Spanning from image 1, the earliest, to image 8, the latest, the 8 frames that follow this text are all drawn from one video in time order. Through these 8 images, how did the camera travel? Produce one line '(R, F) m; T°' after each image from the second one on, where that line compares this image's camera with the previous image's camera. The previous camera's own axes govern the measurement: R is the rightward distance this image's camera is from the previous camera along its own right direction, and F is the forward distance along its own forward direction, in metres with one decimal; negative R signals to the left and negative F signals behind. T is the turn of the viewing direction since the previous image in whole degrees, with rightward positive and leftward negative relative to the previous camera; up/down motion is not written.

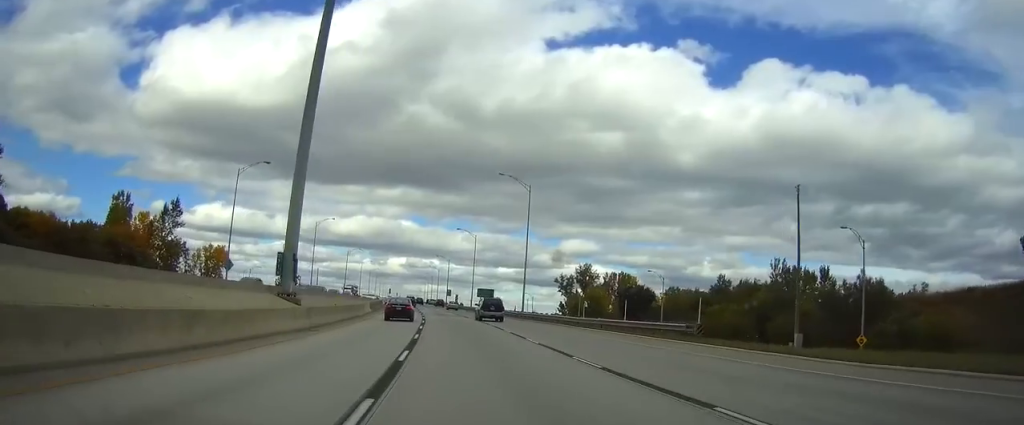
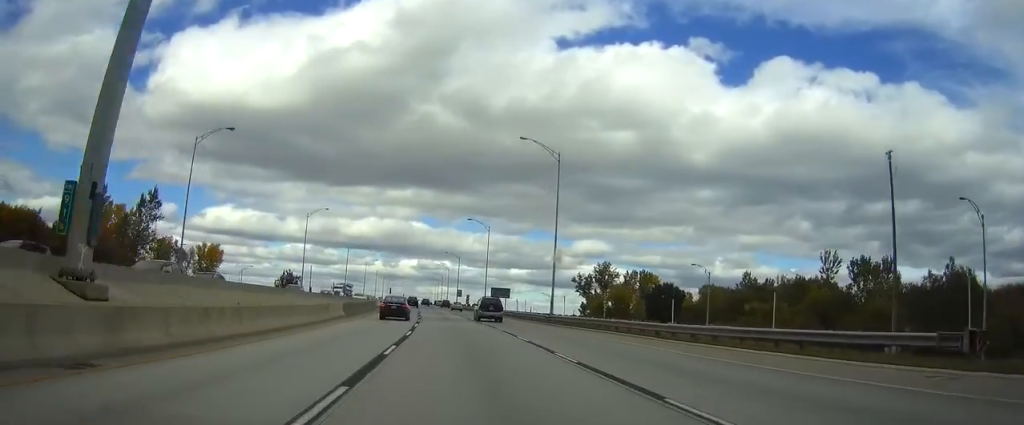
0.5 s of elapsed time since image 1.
(-0.2, +17.0) m; -1°
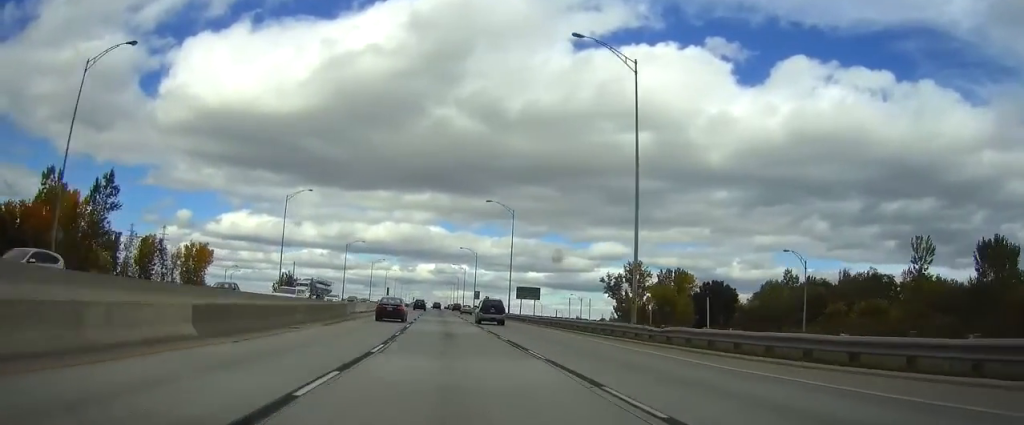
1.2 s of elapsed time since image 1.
(-0.2, +25.0) m; -1°
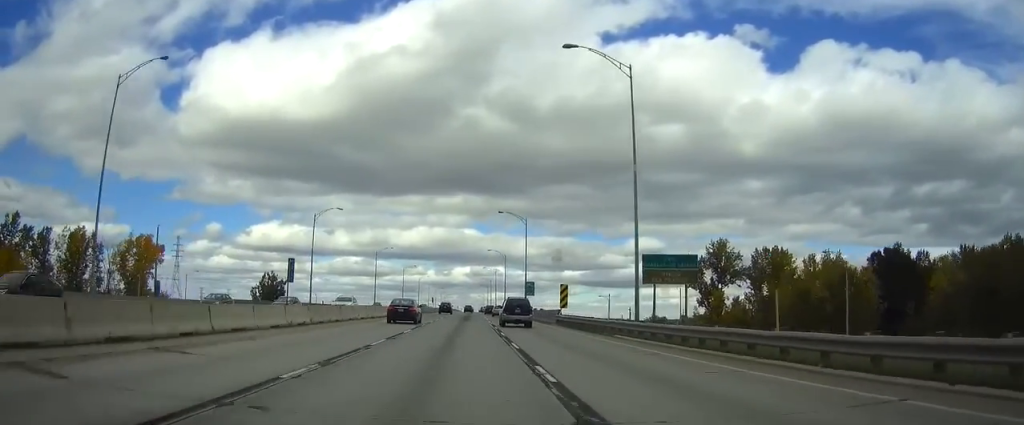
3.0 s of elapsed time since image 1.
(-1.6, +58.6) m; -3°
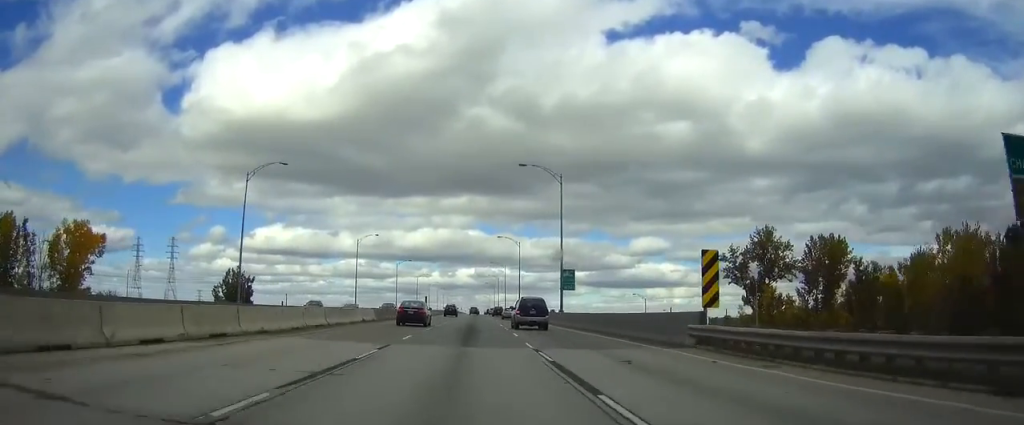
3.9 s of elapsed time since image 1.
(-0.2, +31.3) m; 0°
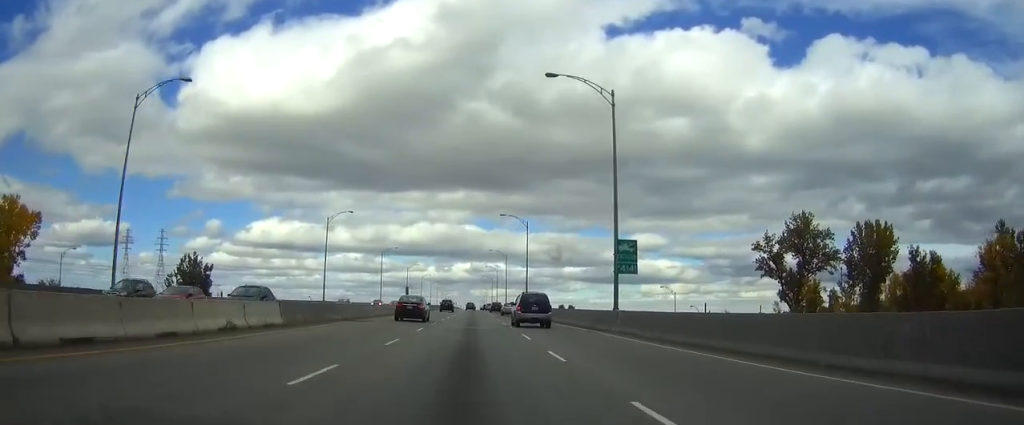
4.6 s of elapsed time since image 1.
(0.0, +23.4) m; 0°
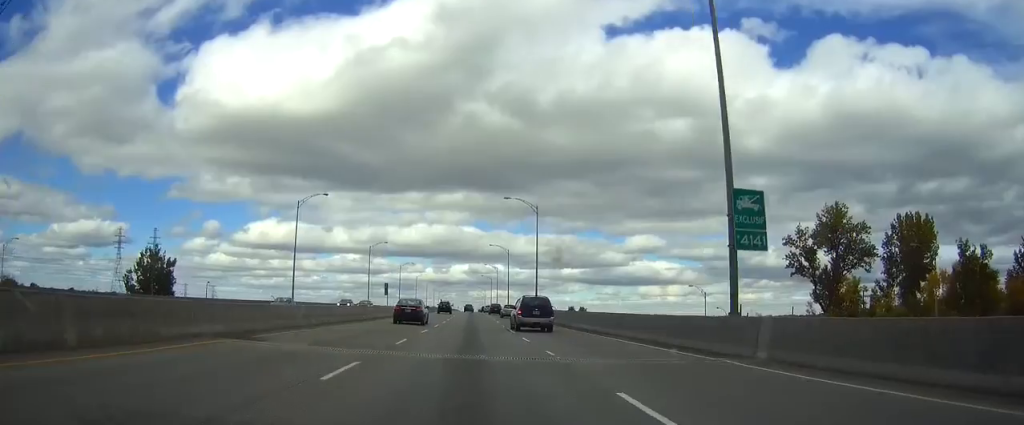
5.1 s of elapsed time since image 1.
(0.0, +16.6) m; 0°
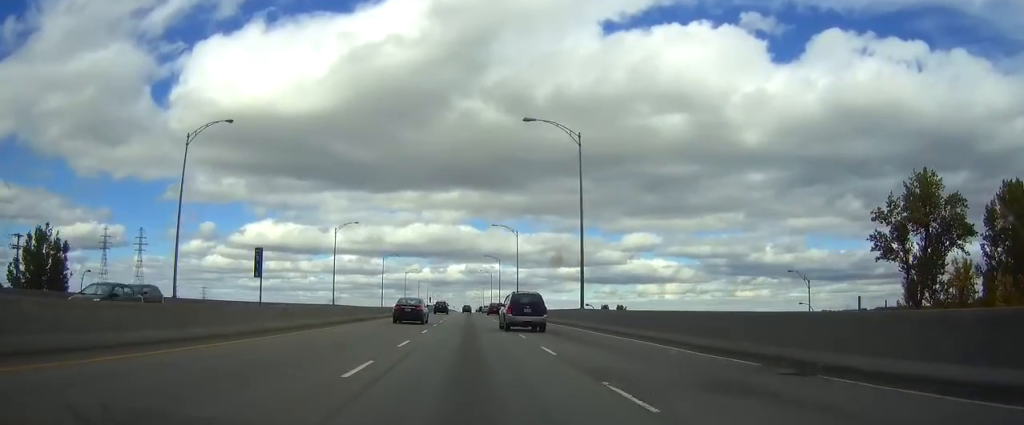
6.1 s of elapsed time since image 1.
(+0.1, +34.1) m; 0°
